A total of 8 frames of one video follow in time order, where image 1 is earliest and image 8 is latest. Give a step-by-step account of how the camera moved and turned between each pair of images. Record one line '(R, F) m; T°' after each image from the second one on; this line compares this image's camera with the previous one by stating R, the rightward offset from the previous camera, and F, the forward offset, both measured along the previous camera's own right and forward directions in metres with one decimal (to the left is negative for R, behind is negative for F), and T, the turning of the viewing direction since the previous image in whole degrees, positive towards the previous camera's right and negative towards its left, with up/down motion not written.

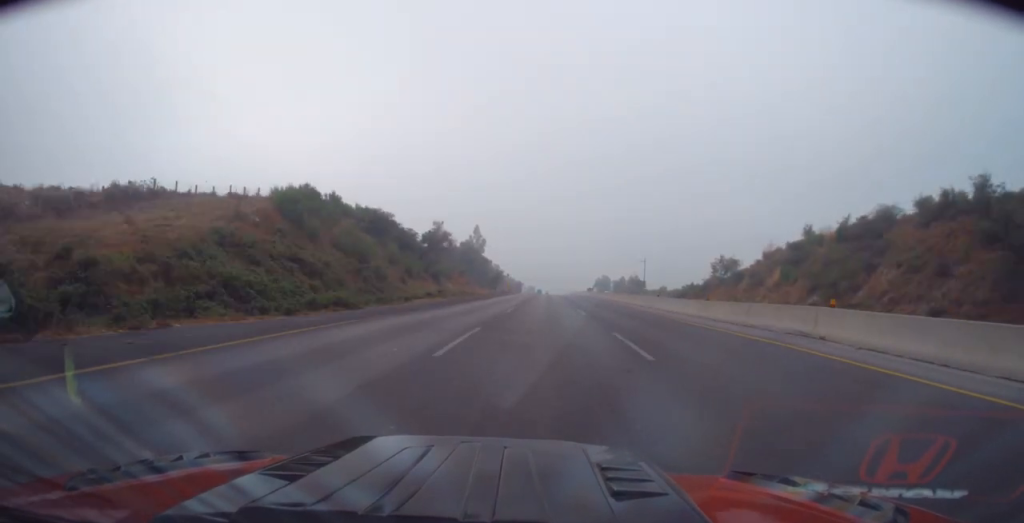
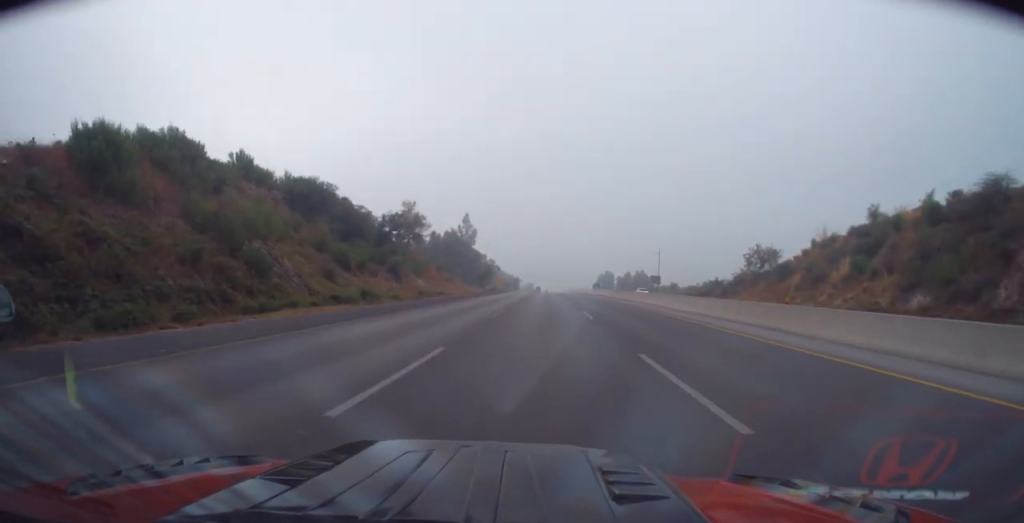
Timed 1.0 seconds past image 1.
(+0.2, +23.2) m; 0°
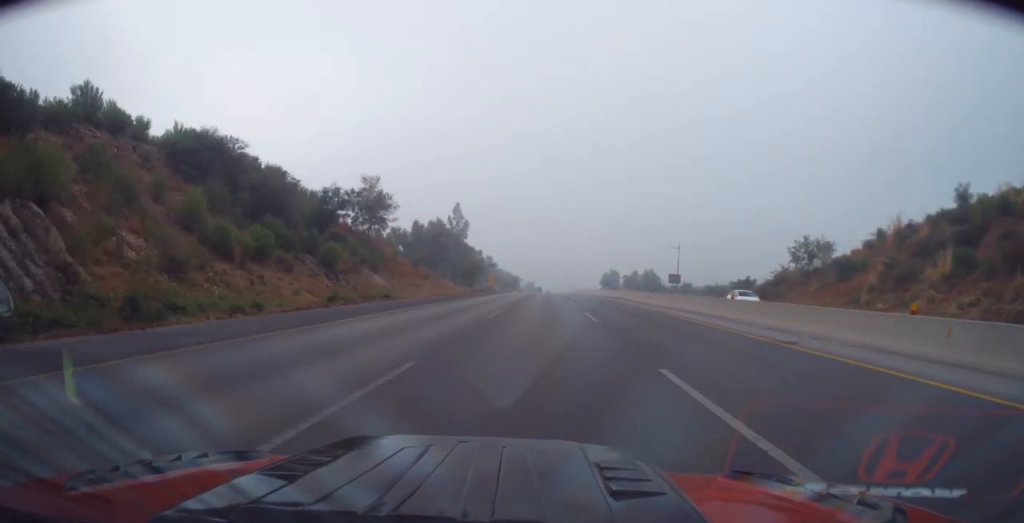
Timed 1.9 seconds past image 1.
(-0.2, +20.3) m; -1°
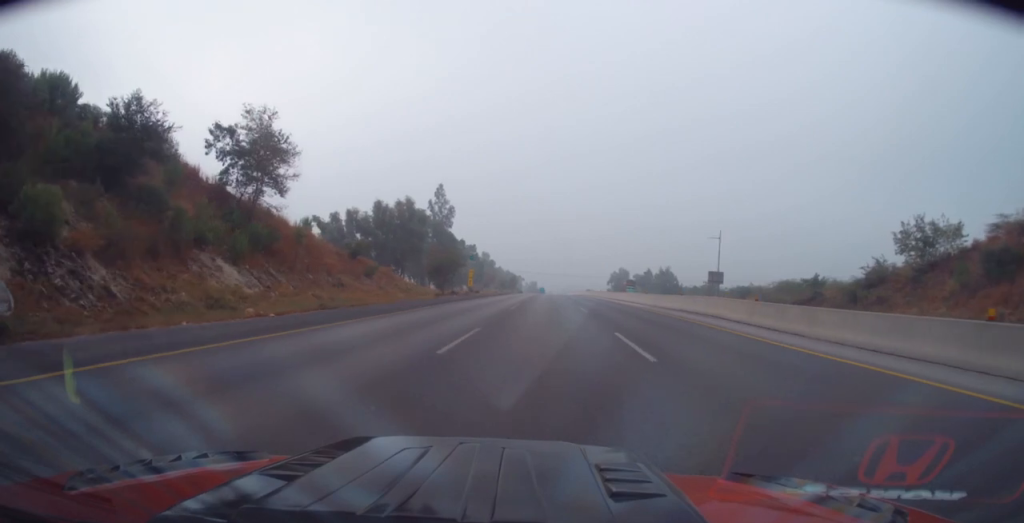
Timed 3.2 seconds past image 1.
(-0.1, +28.6) m; 0°
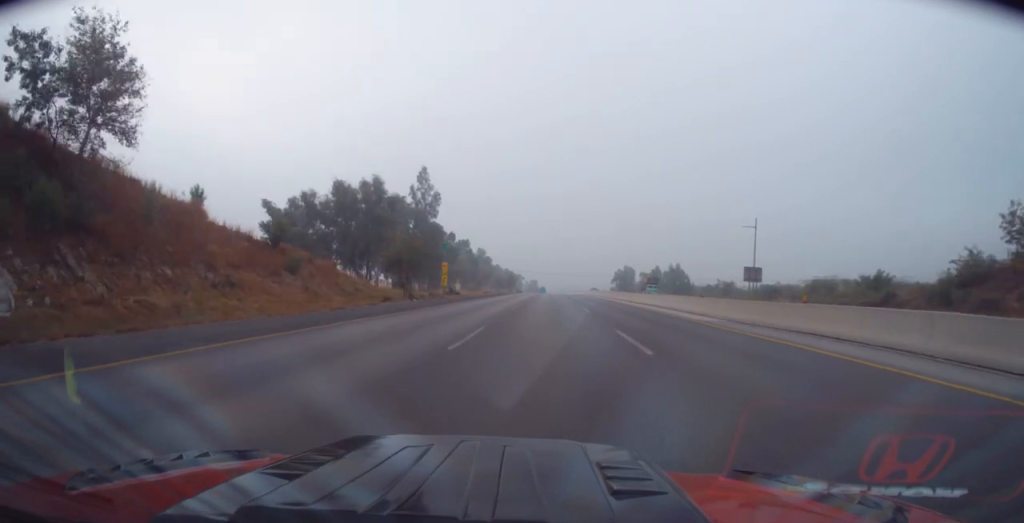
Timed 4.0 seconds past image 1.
(-0.1, +17.4) m; 0°
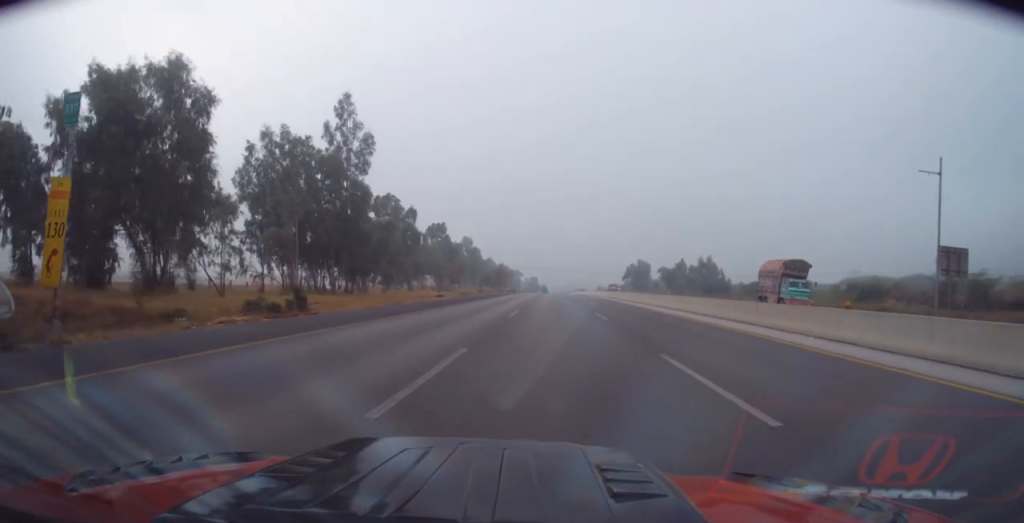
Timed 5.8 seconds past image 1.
(0.0, +41.7) m; 0°
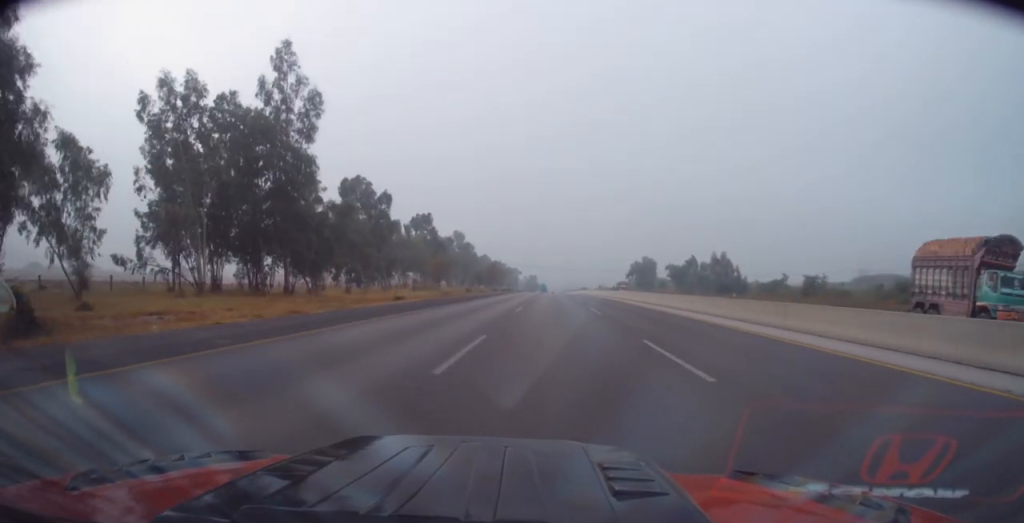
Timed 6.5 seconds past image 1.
(0.0, +15.3) m; 0°
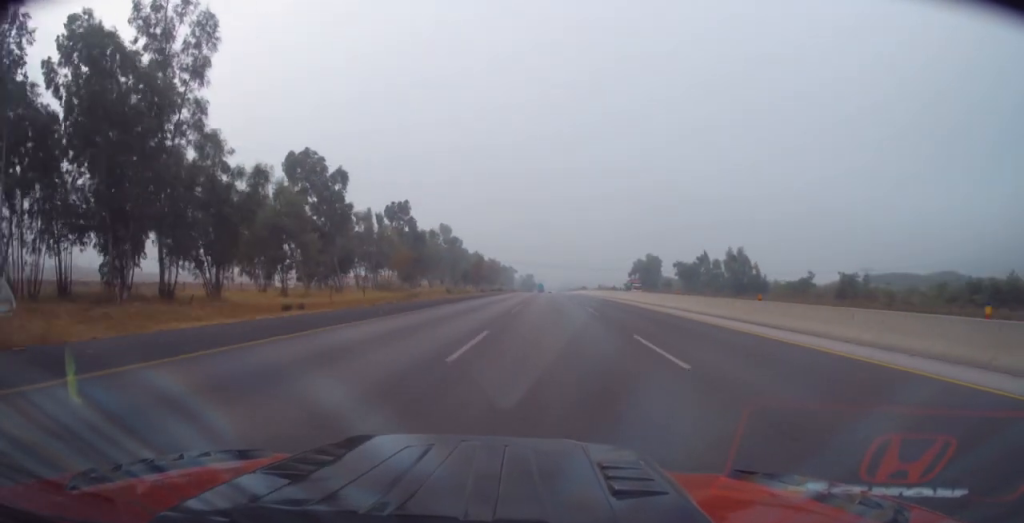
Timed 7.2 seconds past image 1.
(0.0, +16.8) m; 0°
